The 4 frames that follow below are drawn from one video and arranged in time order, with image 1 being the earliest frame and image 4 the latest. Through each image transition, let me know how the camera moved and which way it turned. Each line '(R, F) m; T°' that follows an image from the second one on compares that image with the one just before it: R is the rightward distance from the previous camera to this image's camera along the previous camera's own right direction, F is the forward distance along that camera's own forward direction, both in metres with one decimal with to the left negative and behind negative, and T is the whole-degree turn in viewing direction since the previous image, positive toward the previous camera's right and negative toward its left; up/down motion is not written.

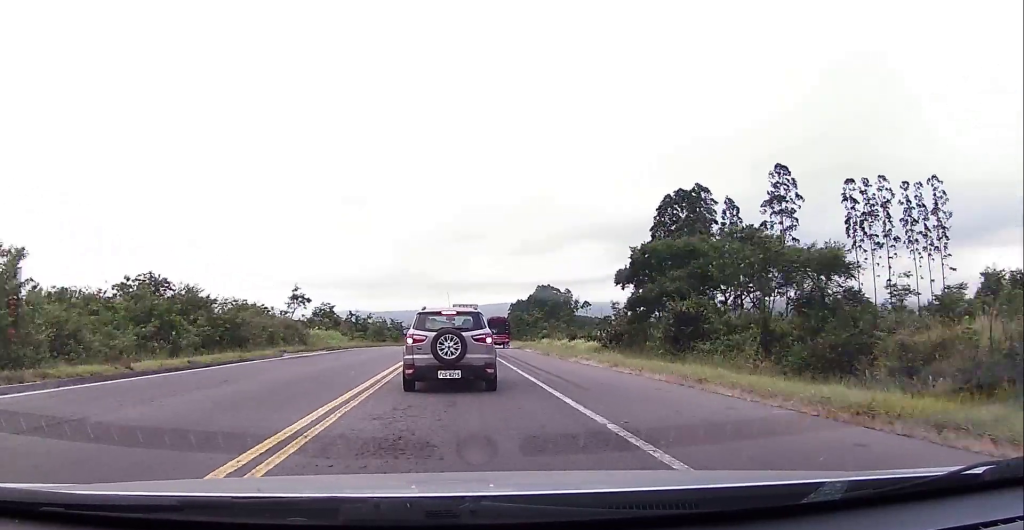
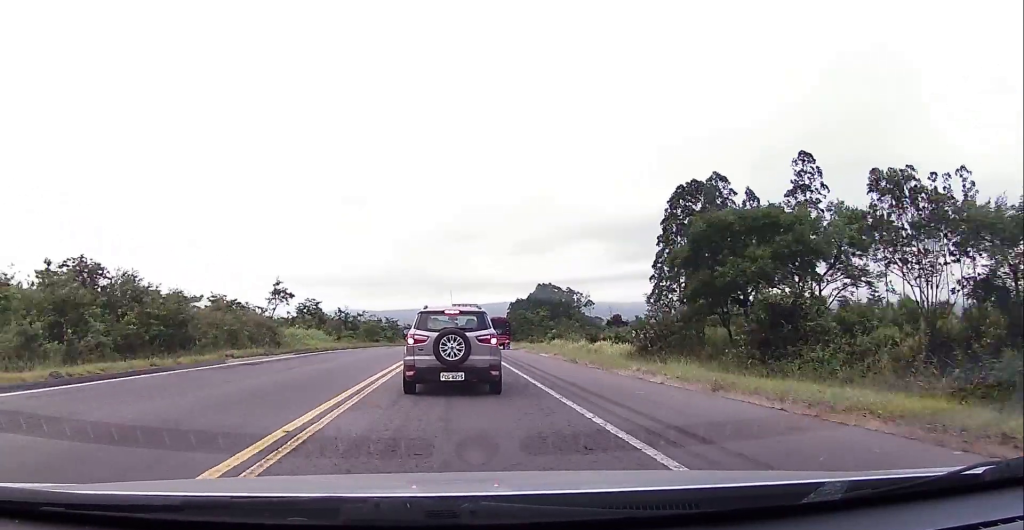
(0.0, +8.6) m; 0°
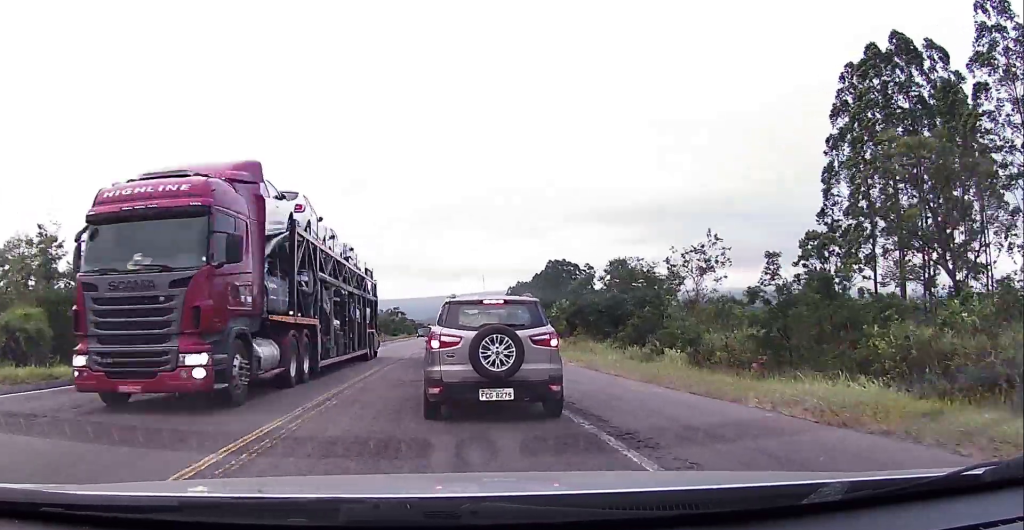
(+0.6, +68.3) m; +1°
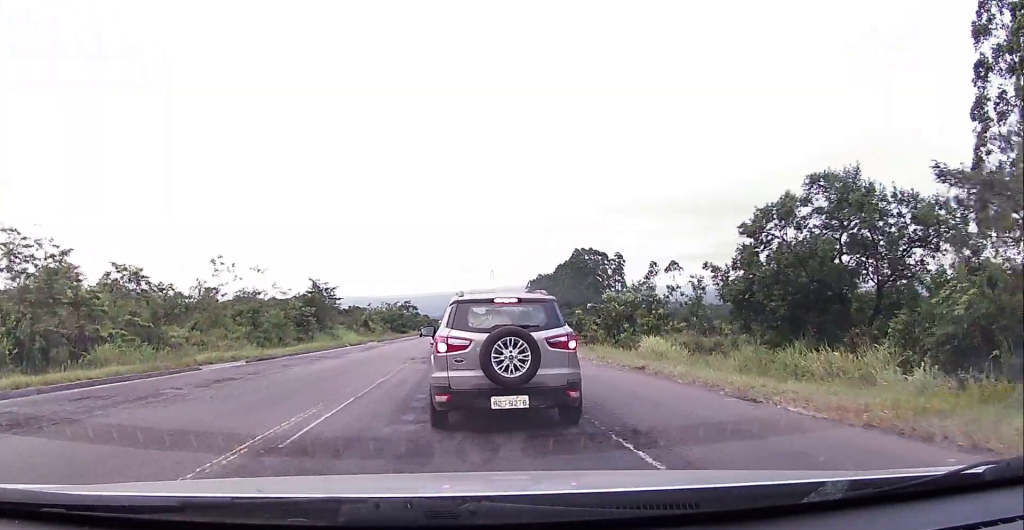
(-0.5, +25.0) m; -3°
